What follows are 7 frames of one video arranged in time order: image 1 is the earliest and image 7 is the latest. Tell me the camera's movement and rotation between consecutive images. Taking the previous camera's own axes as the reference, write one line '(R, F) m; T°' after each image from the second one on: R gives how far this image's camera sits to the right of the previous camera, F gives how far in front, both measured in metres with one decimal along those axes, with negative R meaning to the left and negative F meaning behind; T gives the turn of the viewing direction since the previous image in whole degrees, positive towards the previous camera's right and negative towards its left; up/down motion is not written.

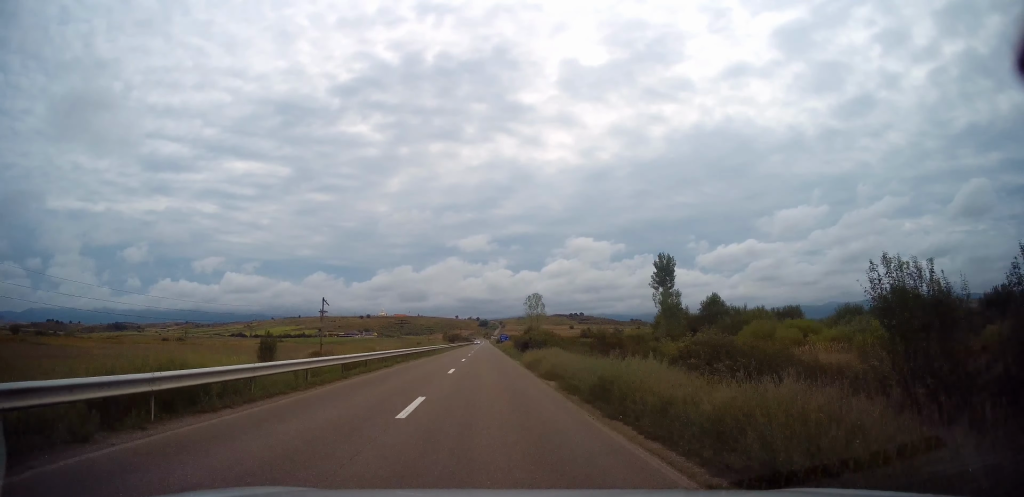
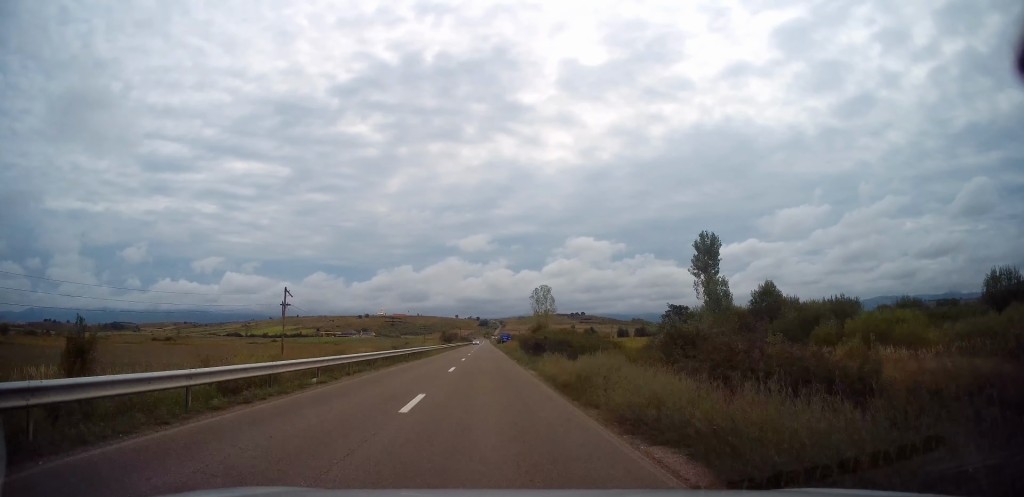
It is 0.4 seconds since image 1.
(+0.3, +10.7) m; 0°
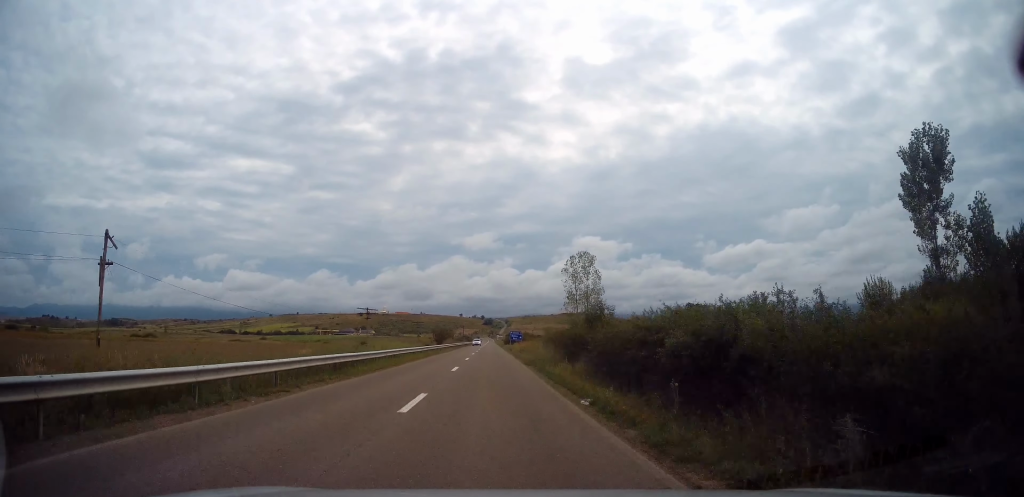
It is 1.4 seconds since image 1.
(-0.4, +23.9) m; -1°
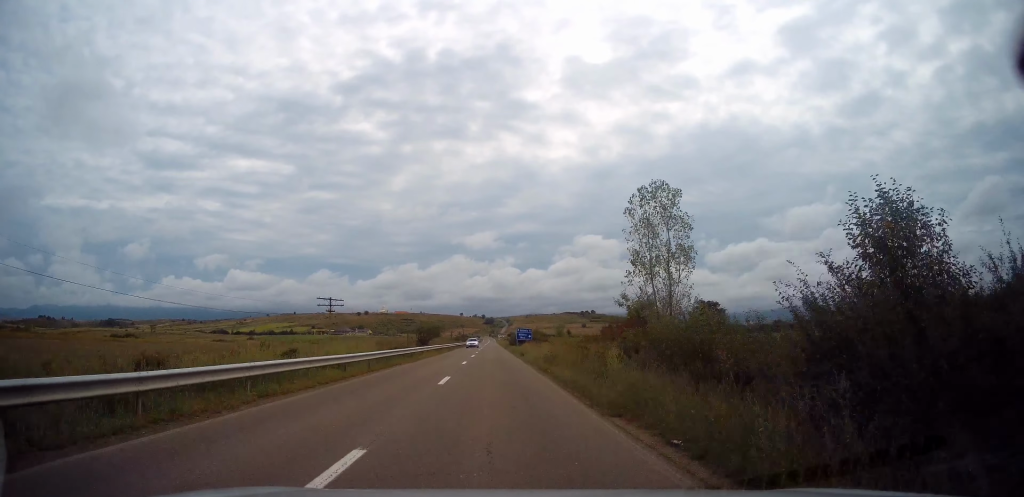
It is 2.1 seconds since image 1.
(-0.1, +18.1) m; 0°
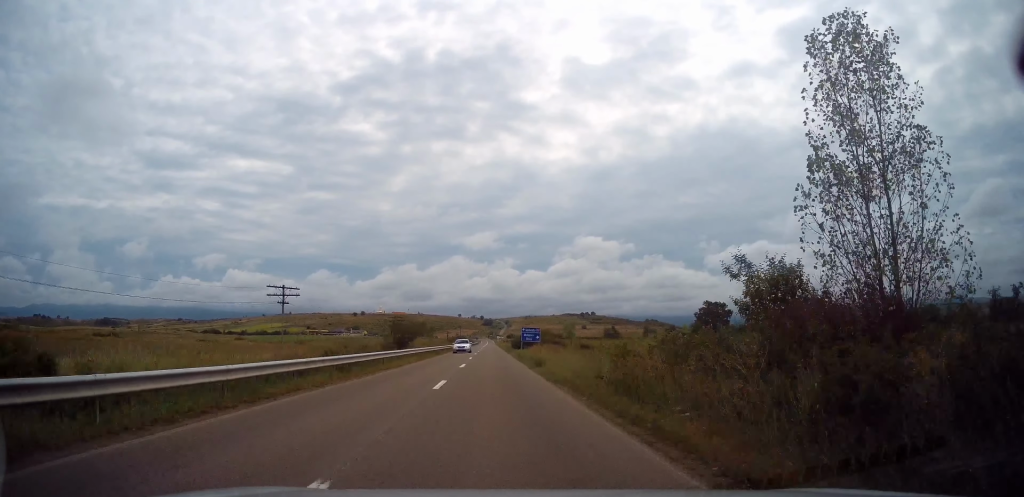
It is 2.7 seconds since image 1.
(0.0, +13.1) m; 0°
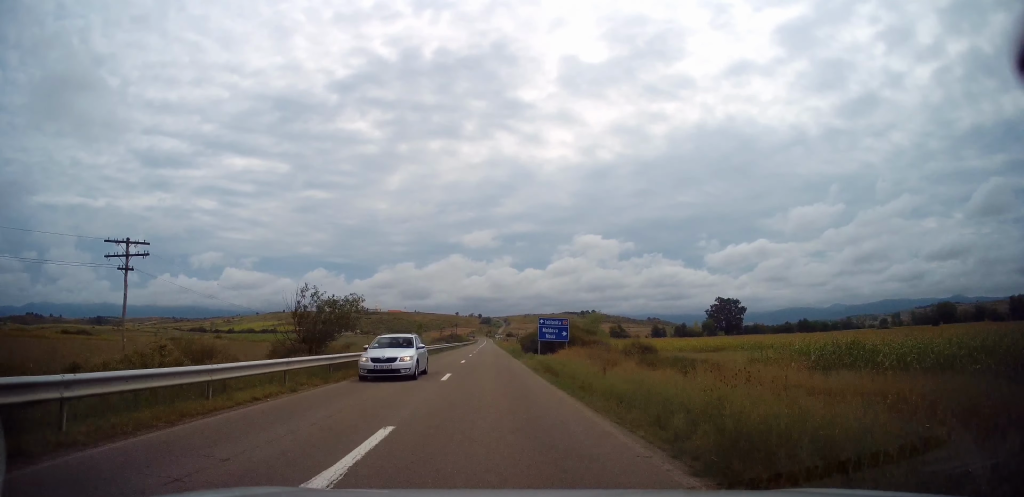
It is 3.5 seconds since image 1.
(0.0, +20.5) m; 0°
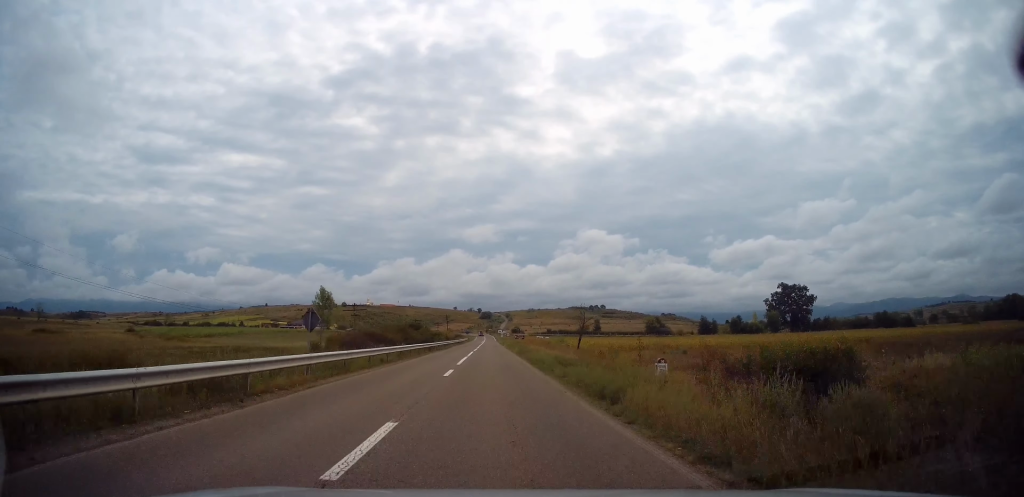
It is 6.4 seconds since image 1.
(+0.3, +70.1) m; +1°
